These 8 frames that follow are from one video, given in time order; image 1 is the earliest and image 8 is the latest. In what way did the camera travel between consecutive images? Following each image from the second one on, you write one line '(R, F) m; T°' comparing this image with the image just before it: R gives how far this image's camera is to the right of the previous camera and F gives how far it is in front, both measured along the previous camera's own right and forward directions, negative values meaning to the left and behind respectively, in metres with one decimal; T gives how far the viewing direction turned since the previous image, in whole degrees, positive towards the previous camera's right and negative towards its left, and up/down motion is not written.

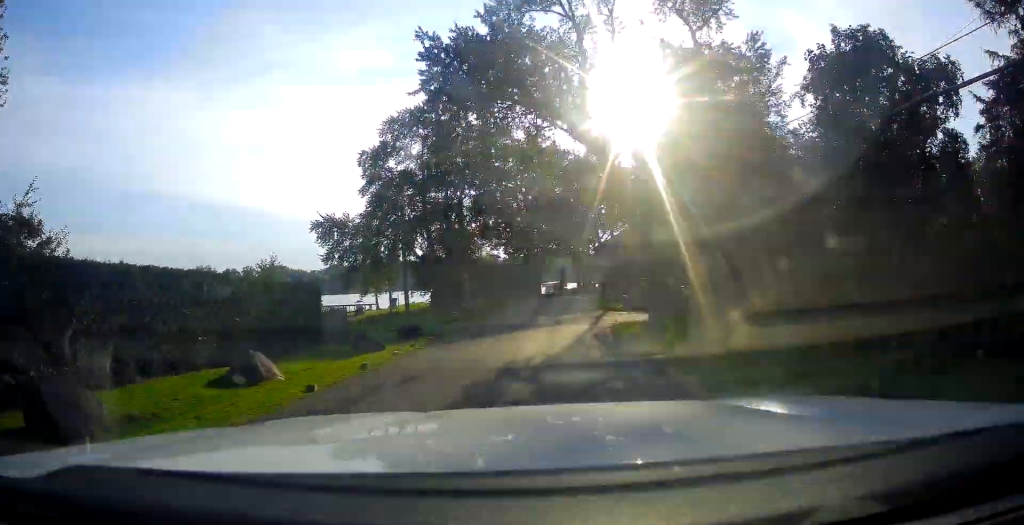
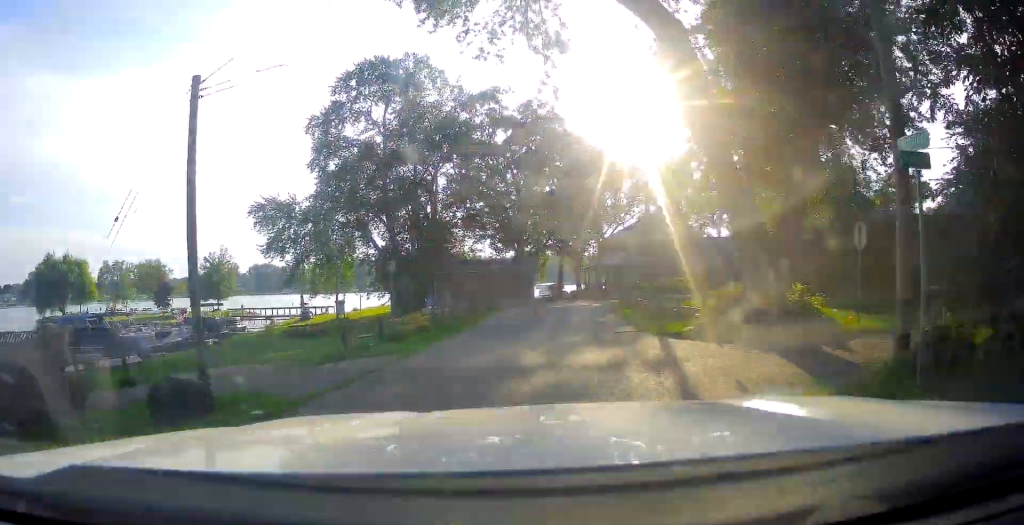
(-0.4, +16.5) m; -1°
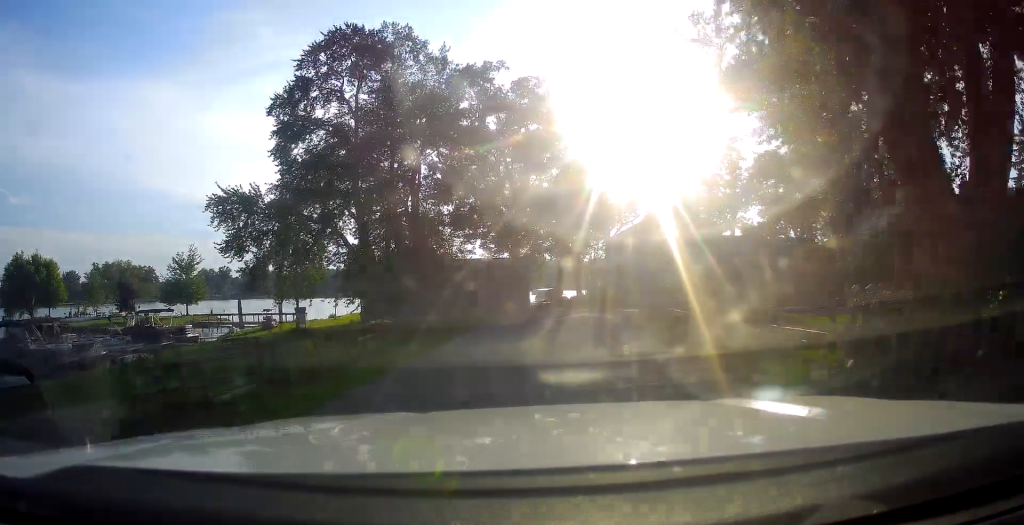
(0.0, +8.4) m; +2°
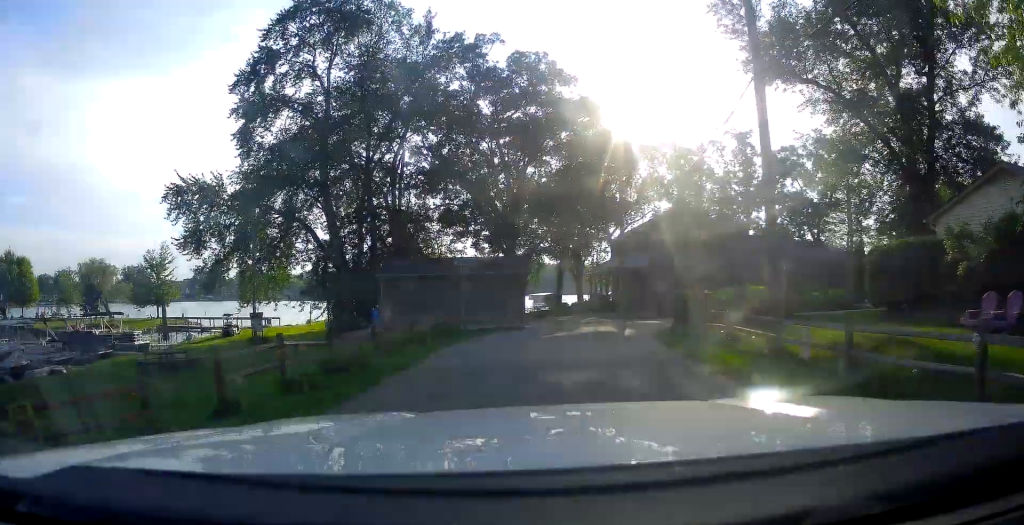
(+0.3, +7.0) m; -1°
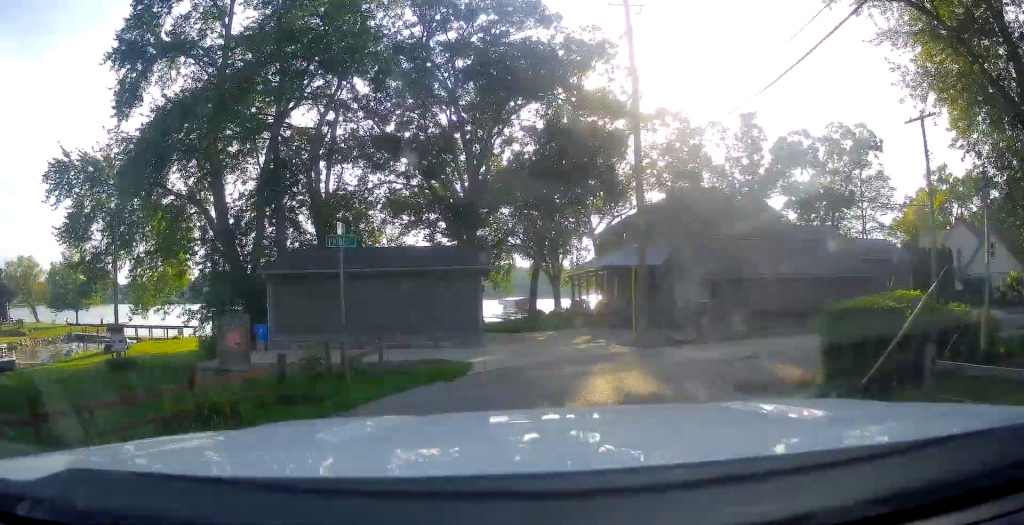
(-0.3, +13.0) m; +2°
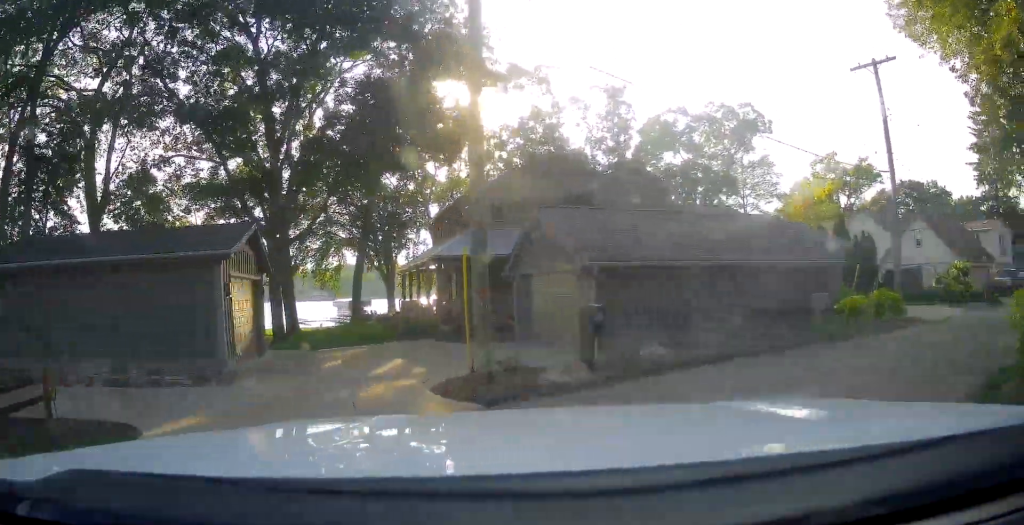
(+0.8, +10.3) m; +10°
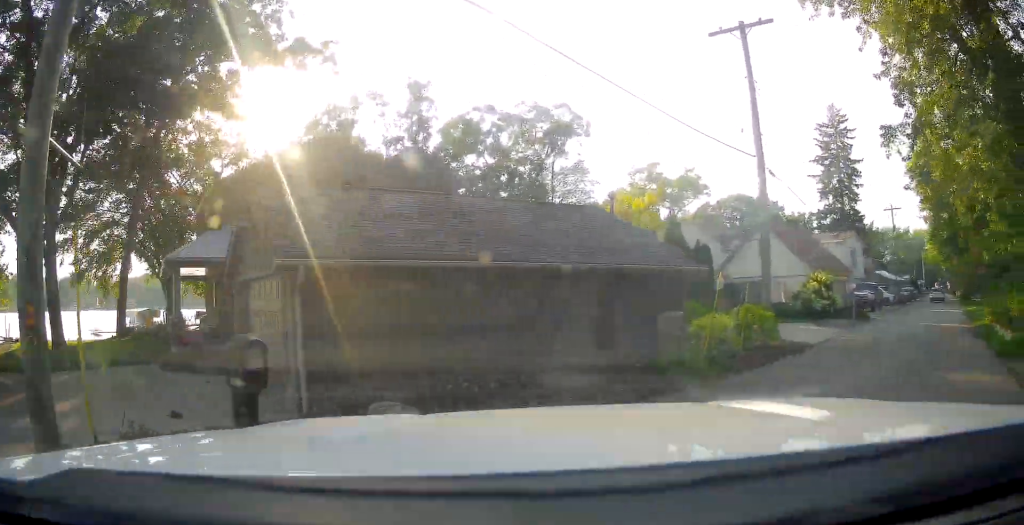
(+0.4, +6.4) m; +10°
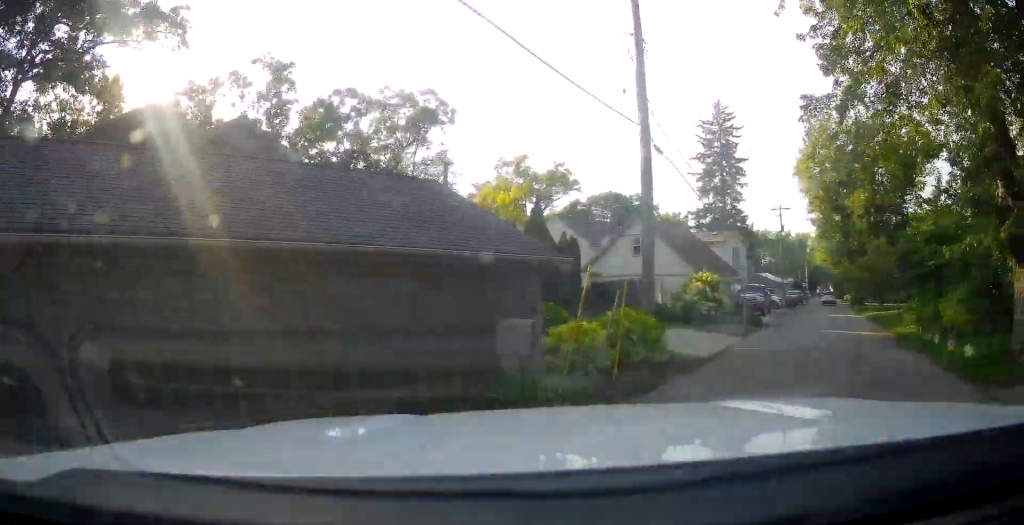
(-0.1, +3.9) m; +8°
